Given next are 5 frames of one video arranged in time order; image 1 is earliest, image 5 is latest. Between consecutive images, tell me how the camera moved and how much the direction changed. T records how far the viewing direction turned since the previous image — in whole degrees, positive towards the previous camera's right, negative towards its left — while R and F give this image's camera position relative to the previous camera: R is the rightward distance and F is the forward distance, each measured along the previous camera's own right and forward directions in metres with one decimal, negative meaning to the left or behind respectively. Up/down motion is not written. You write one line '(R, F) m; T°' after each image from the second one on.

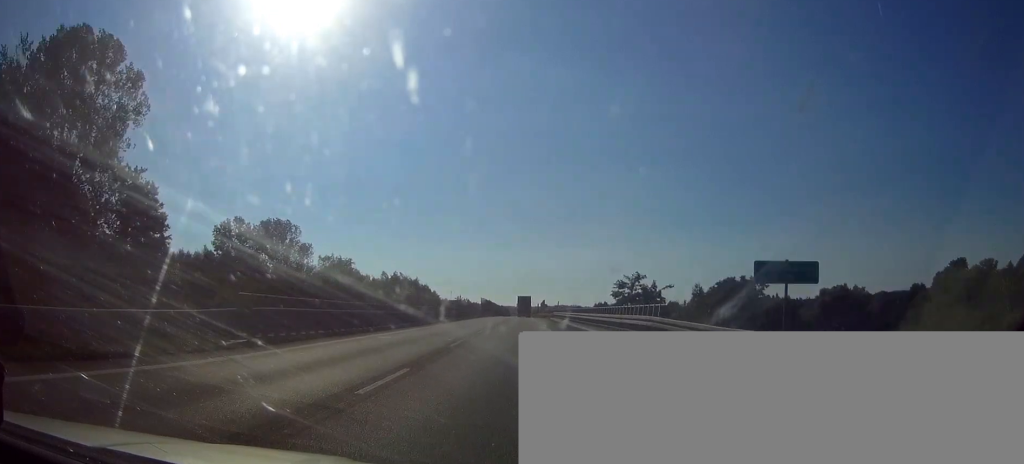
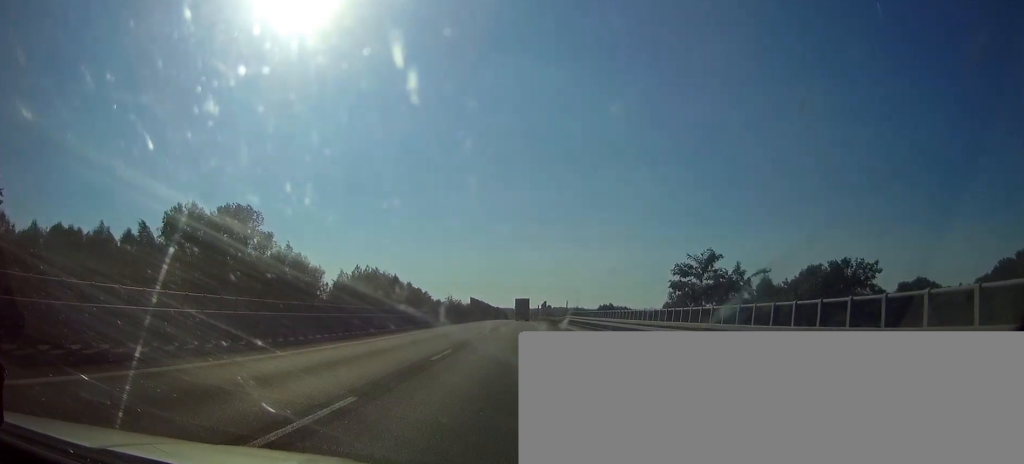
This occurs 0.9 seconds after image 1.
(0.0, +28.2) m; 0°
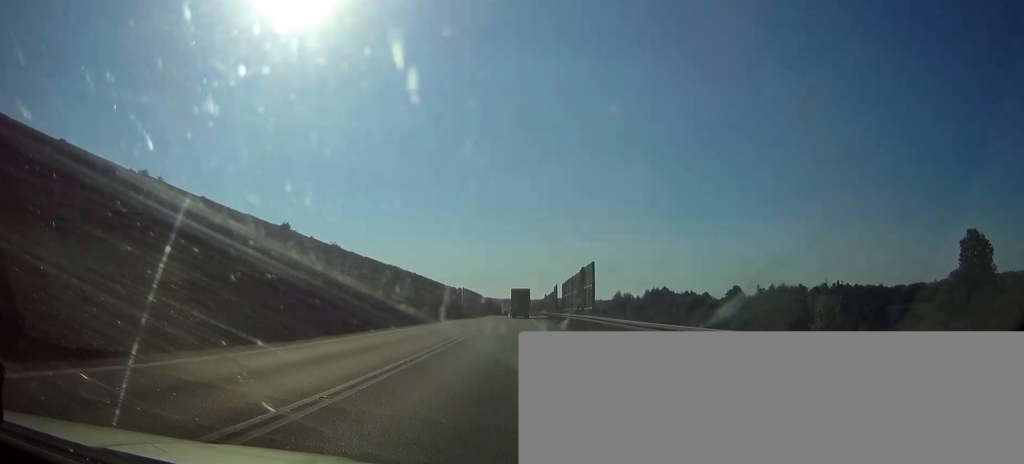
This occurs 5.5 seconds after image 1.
(+0.4, +134.0) m; 0°
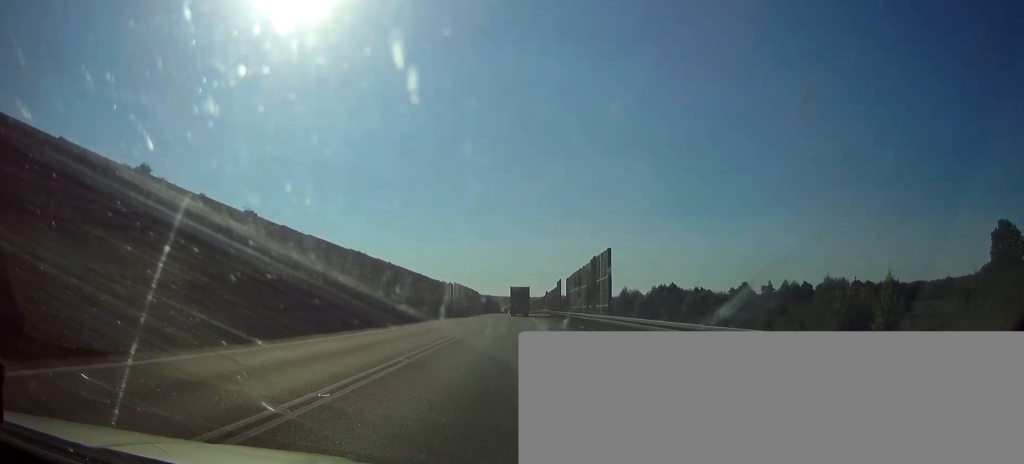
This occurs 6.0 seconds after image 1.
(-0.1, +12.1) m; 0°
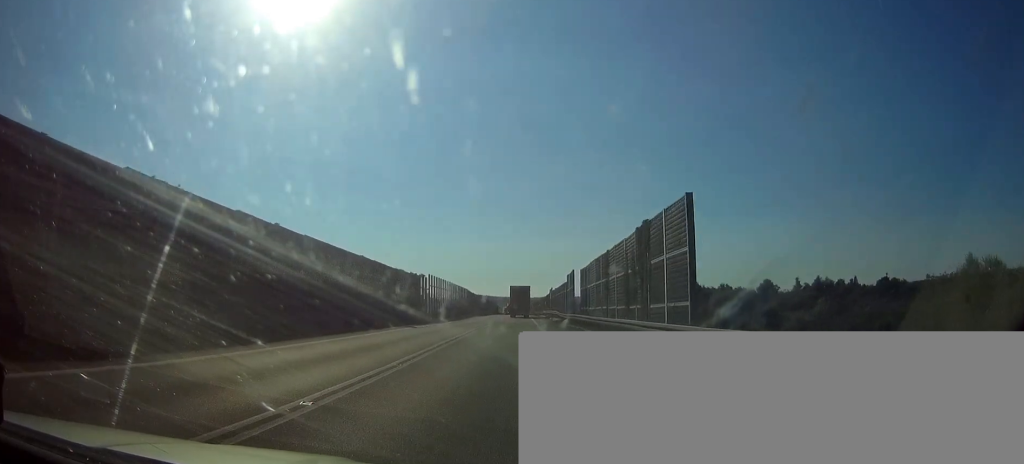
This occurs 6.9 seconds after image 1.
(+0.2, +24.8) m; 0°
